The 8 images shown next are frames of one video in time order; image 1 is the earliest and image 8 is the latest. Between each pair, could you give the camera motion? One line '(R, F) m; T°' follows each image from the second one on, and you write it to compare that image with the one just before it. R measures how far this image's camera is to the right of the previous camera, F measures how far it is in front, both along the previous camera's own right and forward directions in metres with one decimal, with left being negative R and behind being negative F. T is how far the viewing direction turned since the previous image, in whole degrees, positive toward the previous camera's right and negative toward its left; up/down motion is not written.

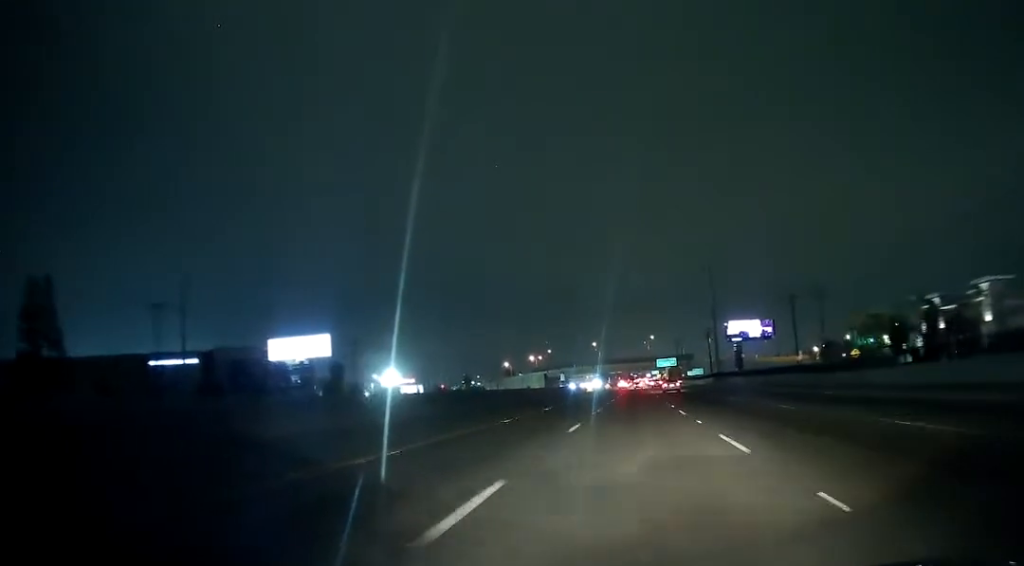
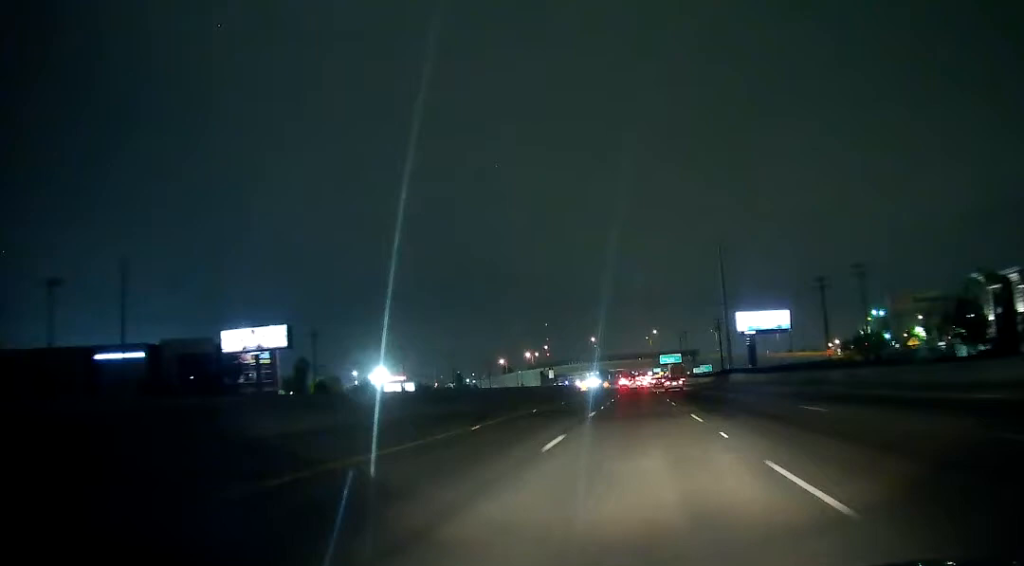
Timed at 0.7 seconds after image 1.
(0.0, +21.2) m; 0°
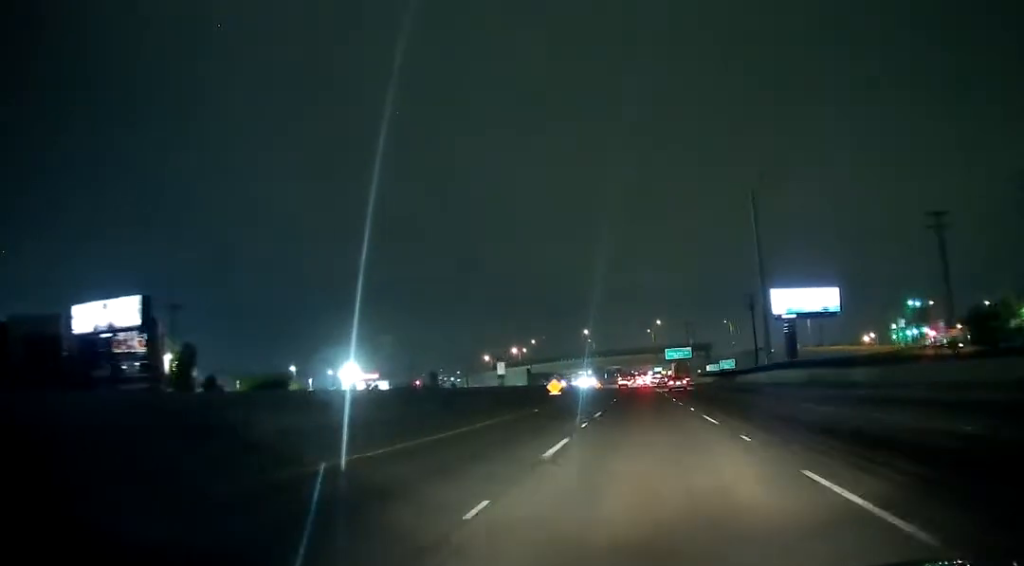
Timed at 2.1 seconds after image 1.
(0.0, +45.2) m; 0°
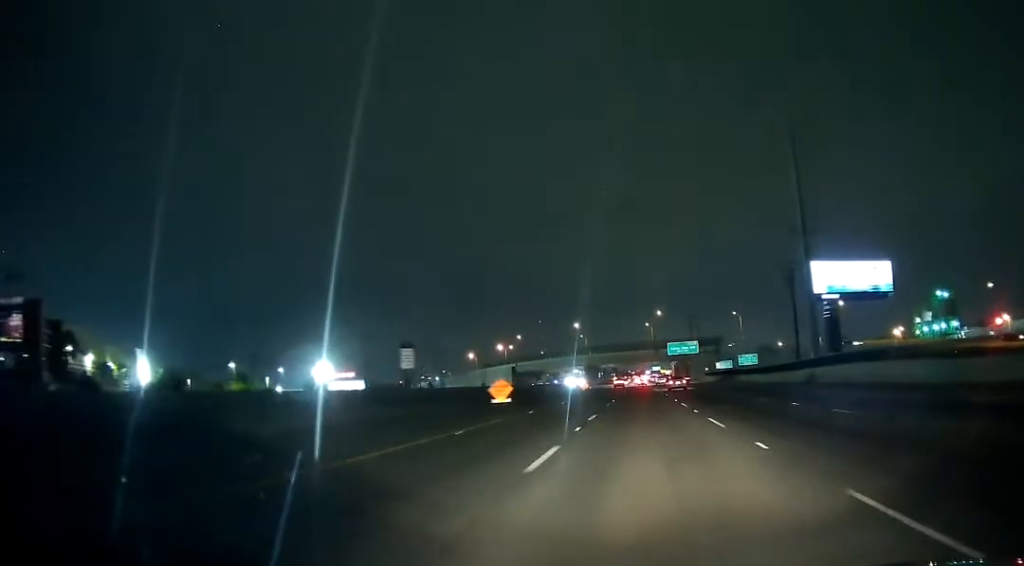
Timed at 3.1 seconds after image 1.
(0.0, +31.2) m; 0°
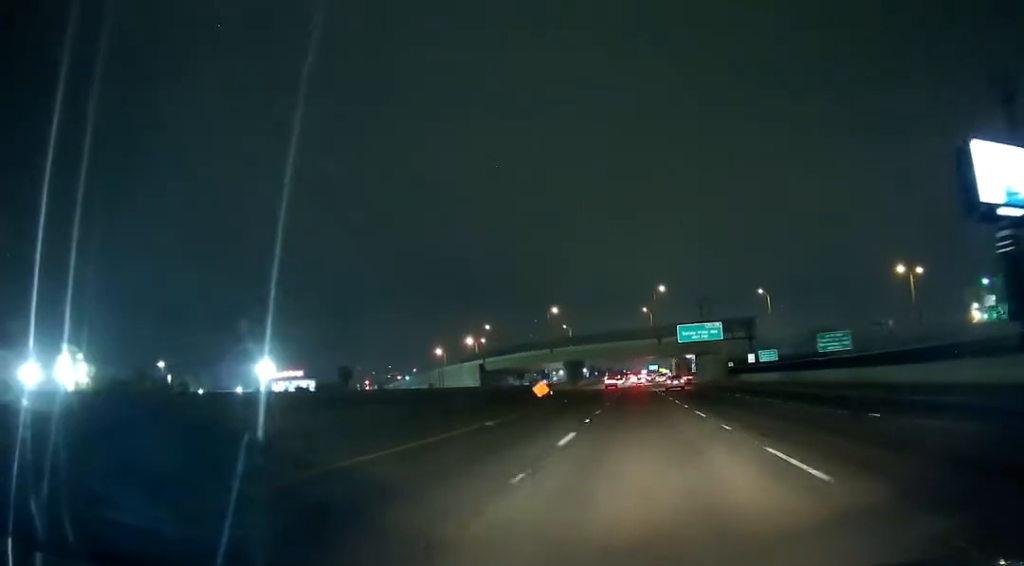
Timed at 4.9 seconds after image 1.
(+0.2, +54.9) m; 0°
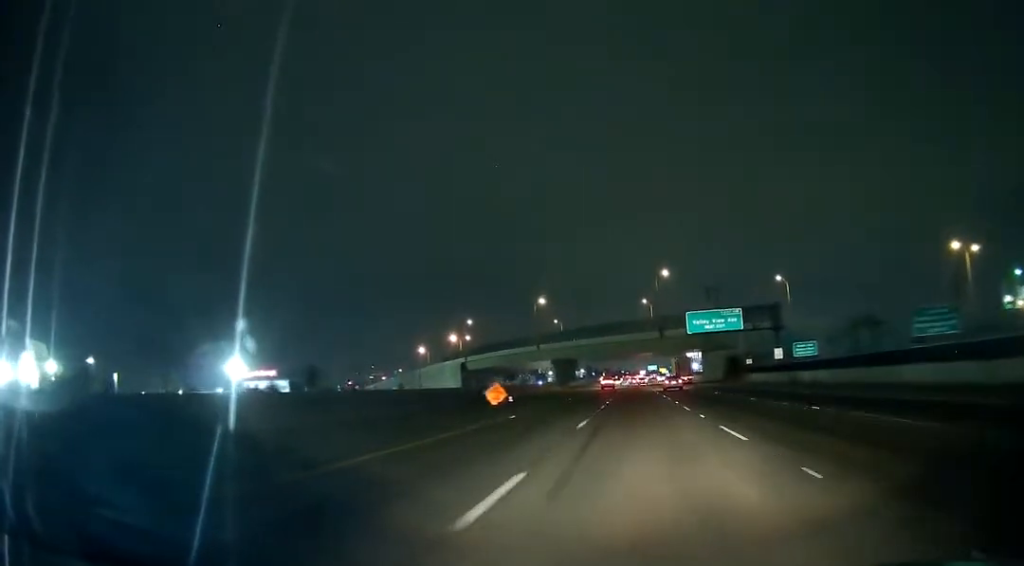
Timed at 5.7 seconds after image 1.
(0.0, +22.7) m; +1°
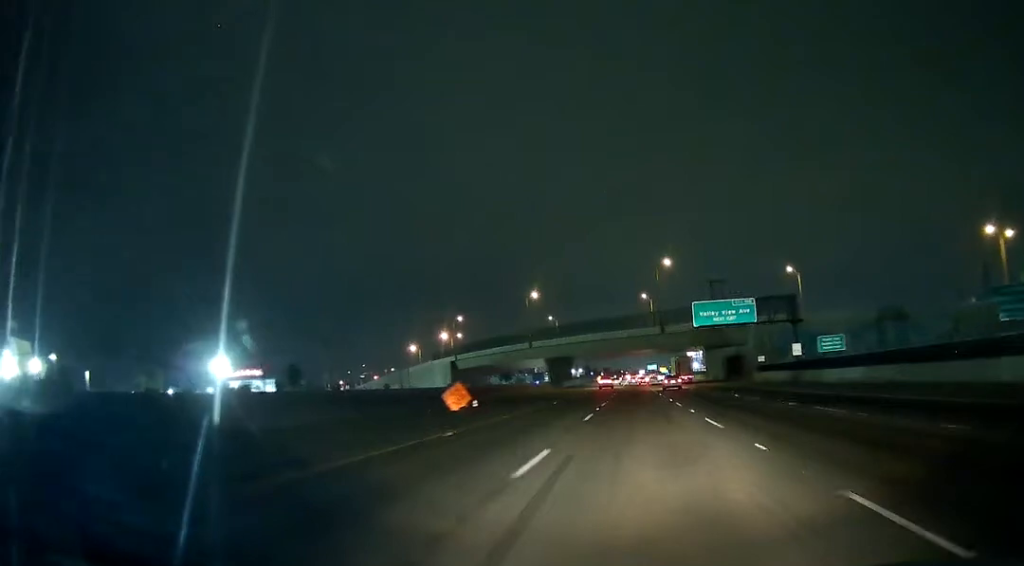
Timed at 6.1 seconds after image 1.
(-0.1, +11.8) m; 0°
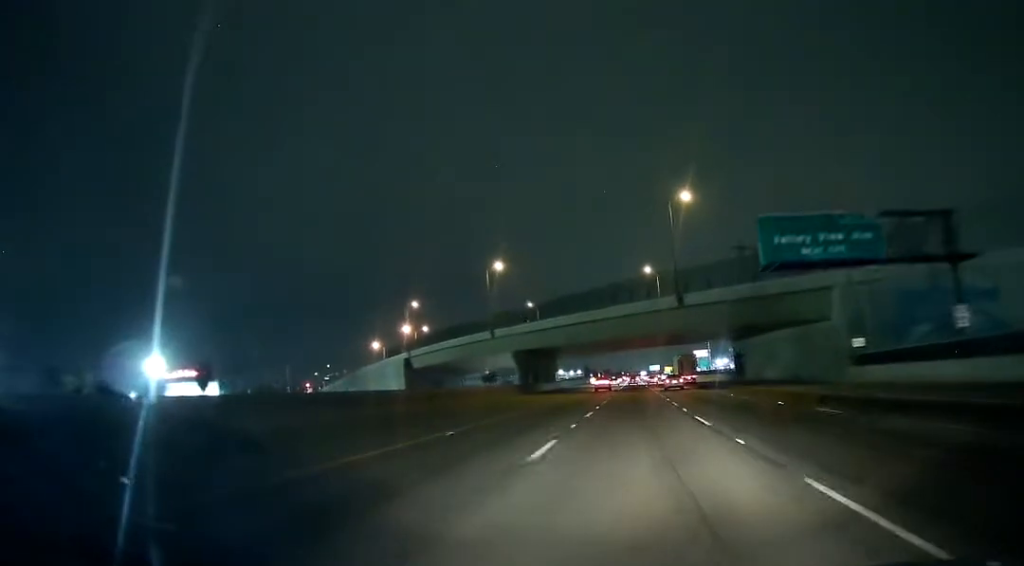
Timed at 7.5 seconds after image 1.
(+0.4, +42.3) m; 0°
